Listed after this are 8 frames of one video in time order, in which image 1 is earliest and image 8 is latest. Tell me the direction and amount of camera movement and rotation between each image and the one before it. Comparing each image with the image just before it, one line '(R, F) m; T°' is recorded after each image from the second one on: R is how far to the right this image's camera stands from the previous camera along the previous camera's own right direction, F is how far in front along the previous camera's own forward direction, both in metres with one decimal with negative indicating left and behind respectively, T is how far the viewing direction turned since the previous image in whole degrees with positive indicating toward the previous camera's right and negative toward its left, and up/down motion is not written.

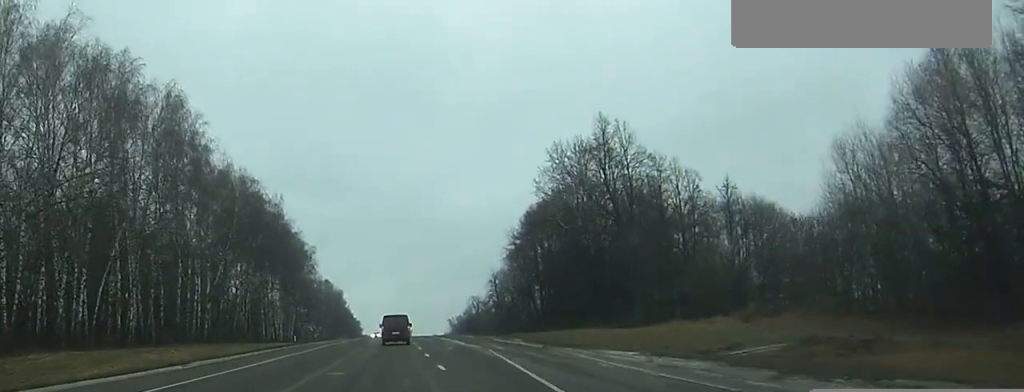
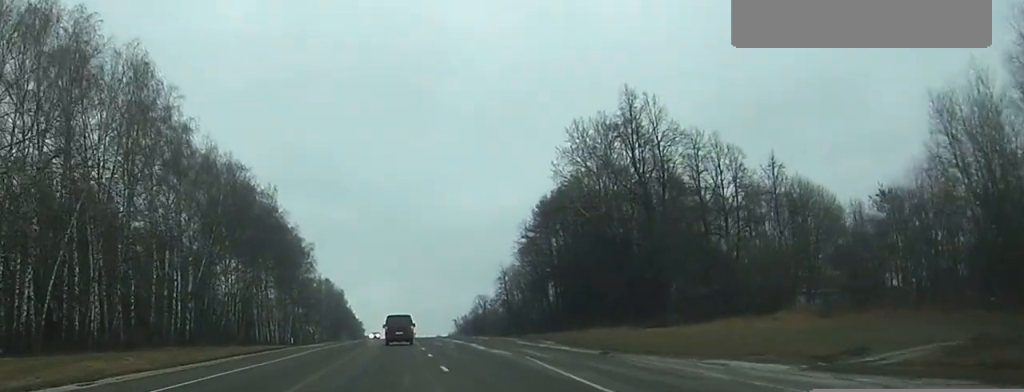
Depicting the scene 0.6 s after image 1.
(0.0, +13.1) m; 0°
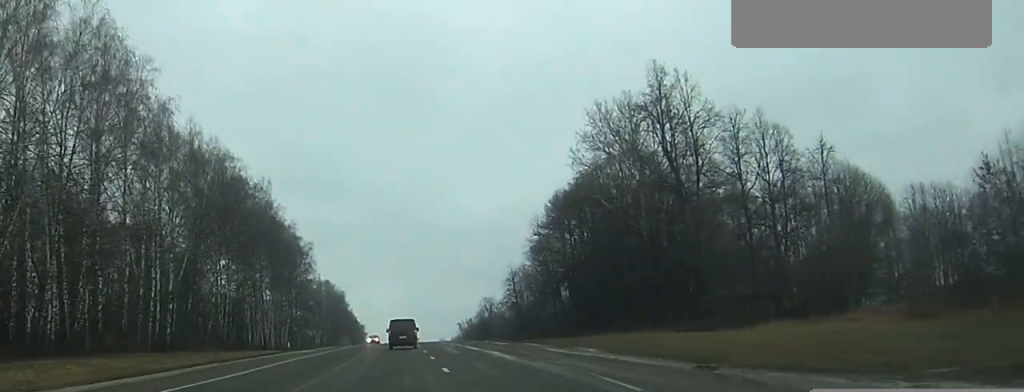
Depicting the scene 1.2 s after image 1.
(-0.1, +10.9) m; 0°
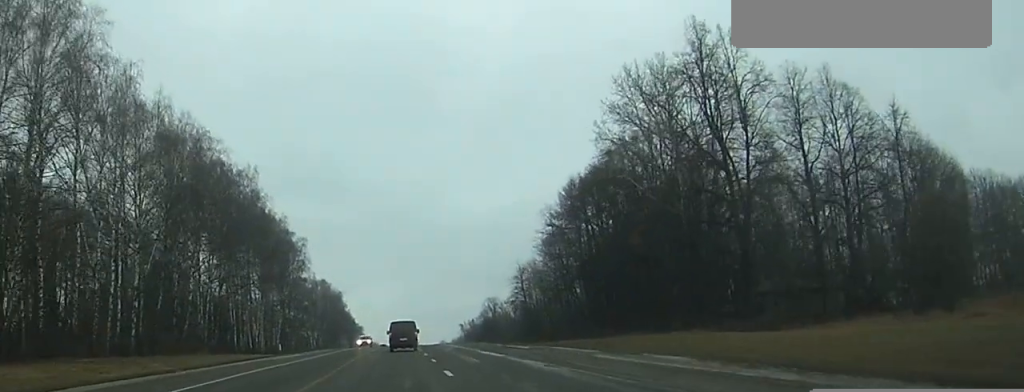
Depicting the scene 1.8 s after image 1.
(0.0, +13.7) m; 0°
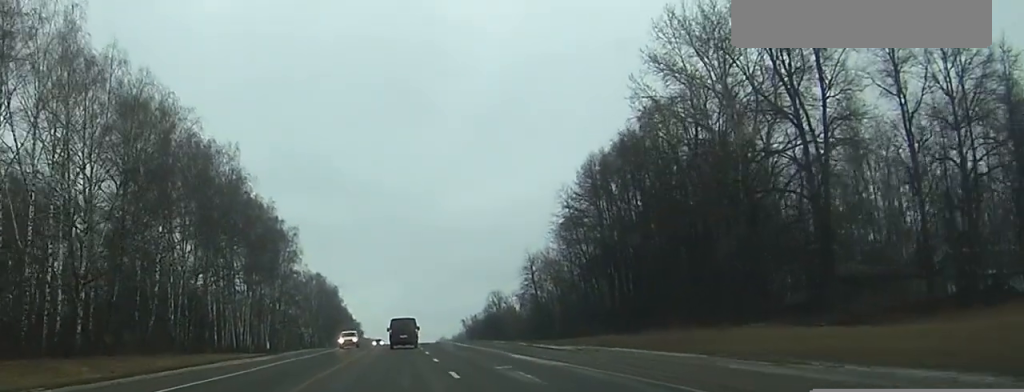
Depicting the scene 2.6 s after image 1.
(0.0, +15.1) m; 0°
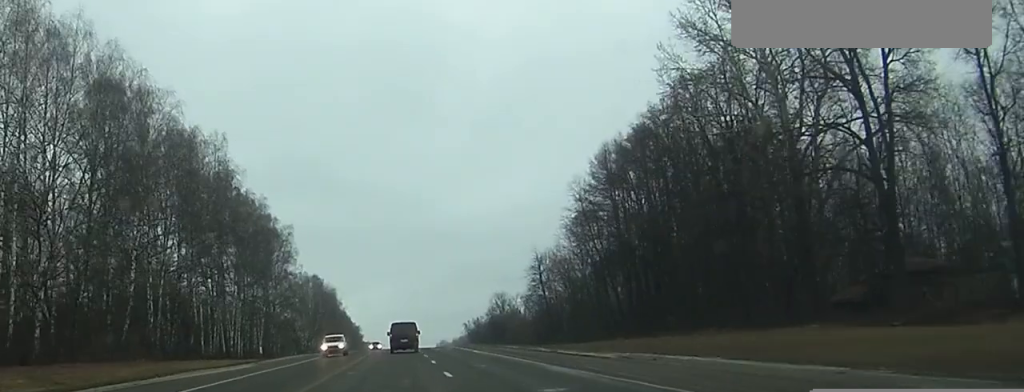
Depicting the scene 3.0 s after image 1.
(0.0, +8.9) m; 0°
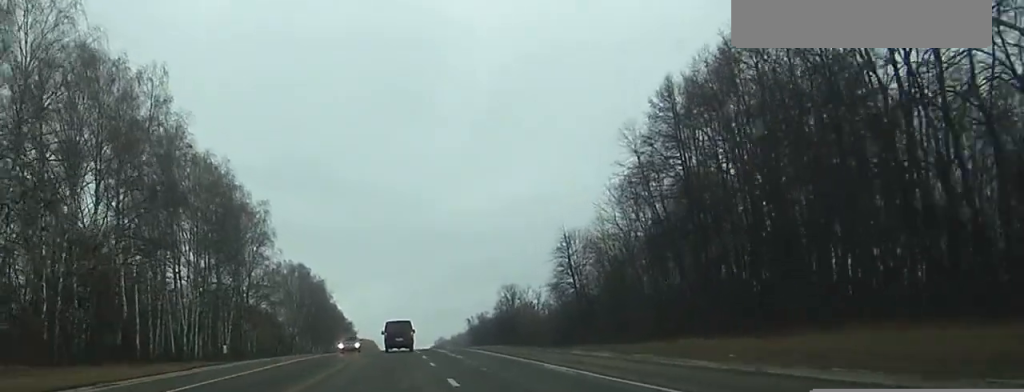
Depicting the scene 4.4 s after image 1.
(-0.1, +28.9) m; 0°
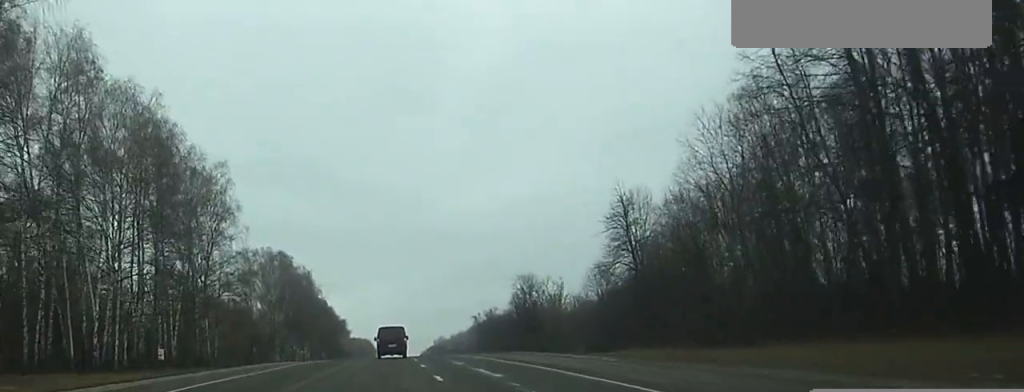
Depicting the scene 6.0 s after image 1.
(0.0, +33.2) m; 0°
